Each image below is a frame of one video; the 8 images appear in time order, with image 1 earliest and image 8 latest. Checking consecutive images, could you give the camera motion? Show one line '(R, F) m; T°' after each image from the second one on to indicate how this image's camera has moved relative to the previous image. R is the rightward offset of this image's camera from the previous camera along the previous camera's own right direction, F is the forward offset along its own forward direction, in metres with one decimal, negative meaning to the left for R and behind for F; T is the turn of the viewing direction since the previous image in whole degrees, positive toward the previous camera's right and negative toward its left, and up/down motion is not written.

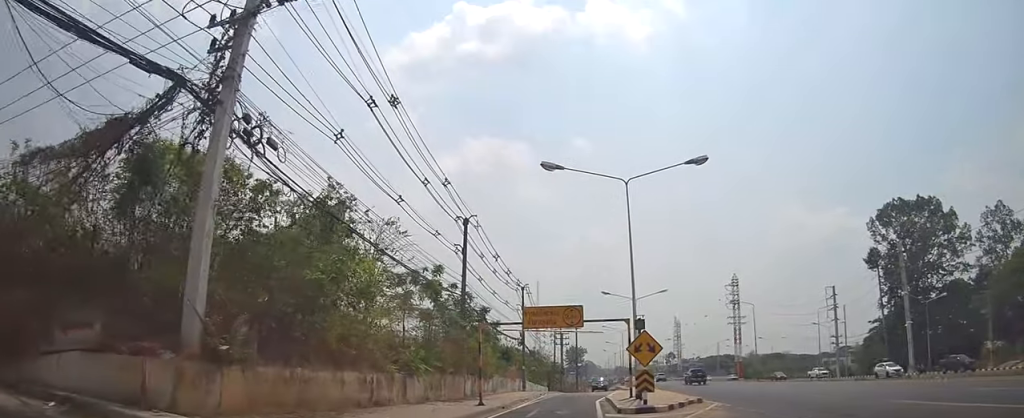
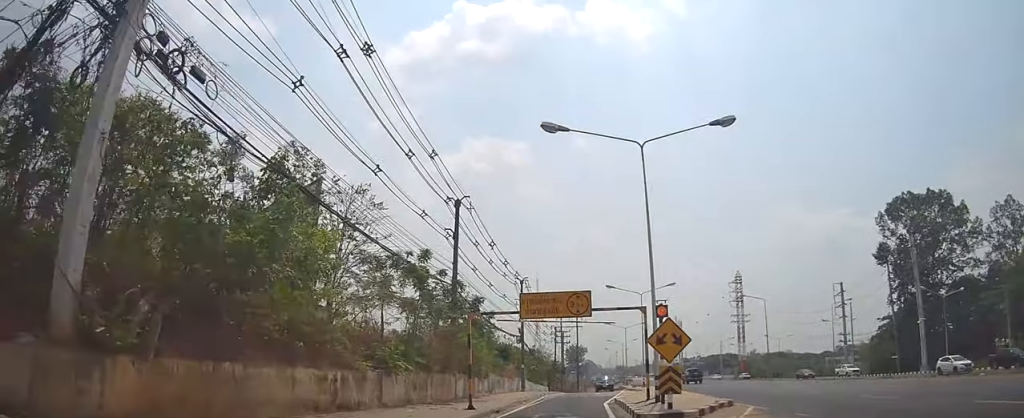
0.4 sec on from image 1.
(+0.4, +4.0) m; +1°
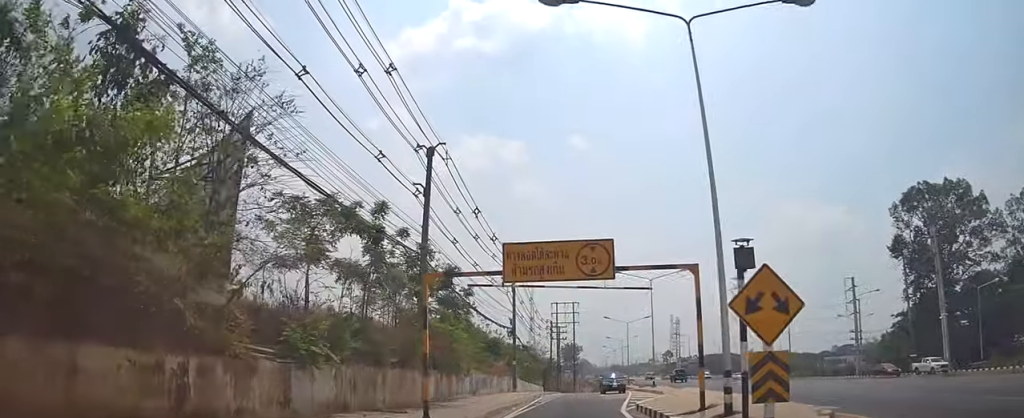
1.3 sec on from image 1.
(-0.3, +7.7) m; -2°
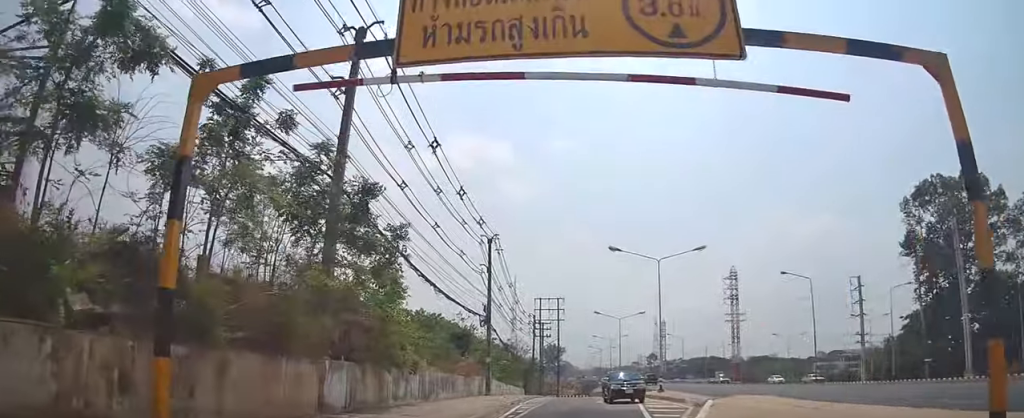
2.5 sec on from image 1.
(0.0, +9.6) m; +1°
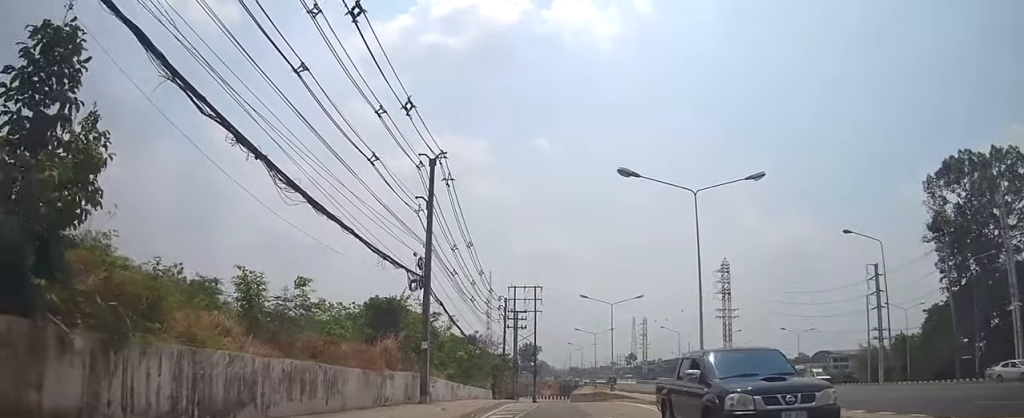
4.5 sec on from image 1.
(+0.4, +14.7) m; +4°
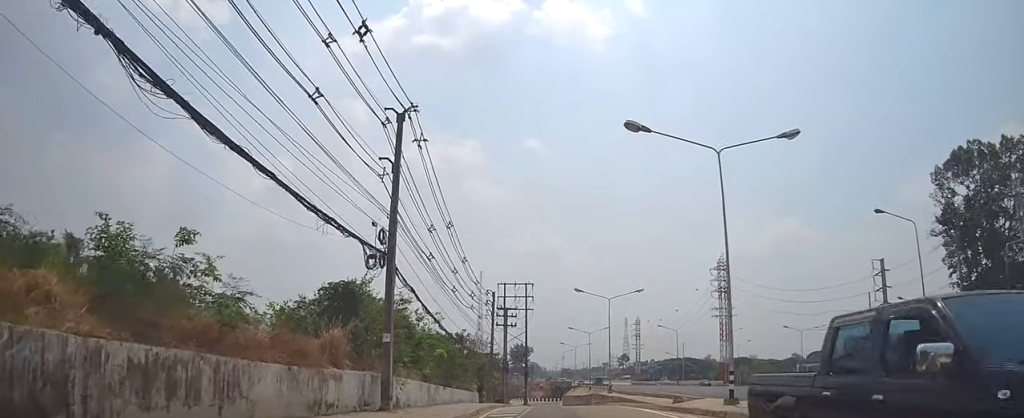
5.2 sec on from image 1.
(+0.1, +4.6) m; 0°
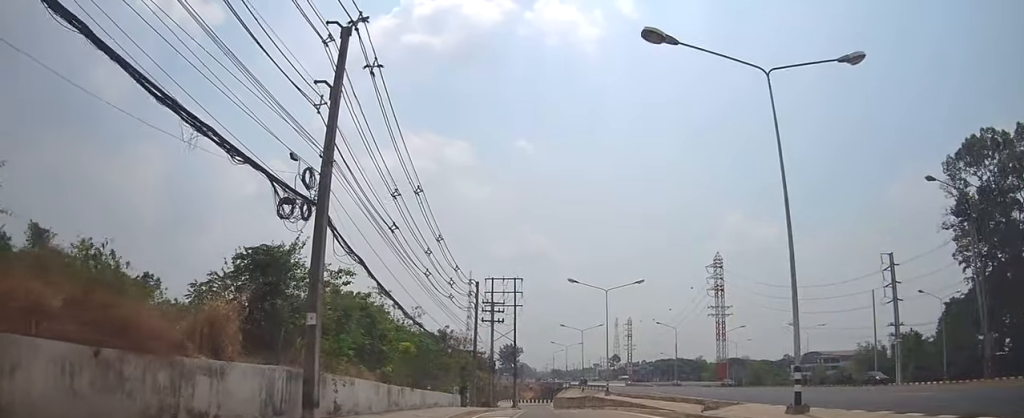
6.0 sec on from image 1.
(0.0, +5.5) m; 0°
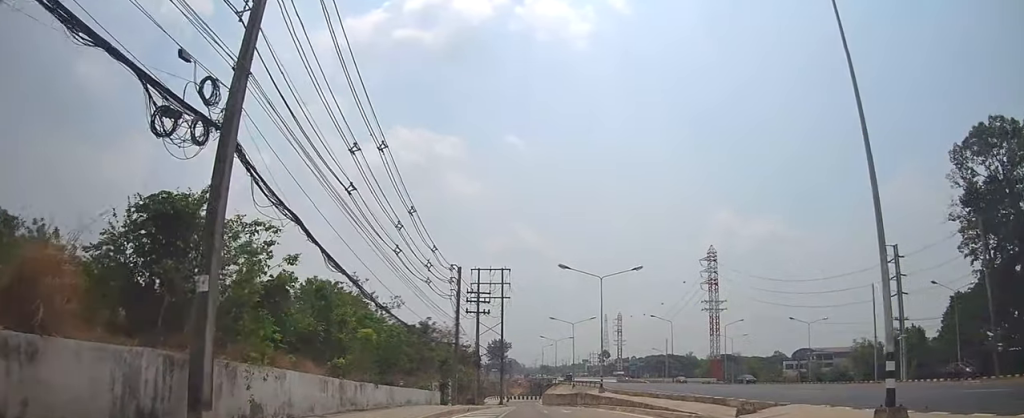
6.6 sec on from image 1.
(0.0, +4.1) m; -1°
